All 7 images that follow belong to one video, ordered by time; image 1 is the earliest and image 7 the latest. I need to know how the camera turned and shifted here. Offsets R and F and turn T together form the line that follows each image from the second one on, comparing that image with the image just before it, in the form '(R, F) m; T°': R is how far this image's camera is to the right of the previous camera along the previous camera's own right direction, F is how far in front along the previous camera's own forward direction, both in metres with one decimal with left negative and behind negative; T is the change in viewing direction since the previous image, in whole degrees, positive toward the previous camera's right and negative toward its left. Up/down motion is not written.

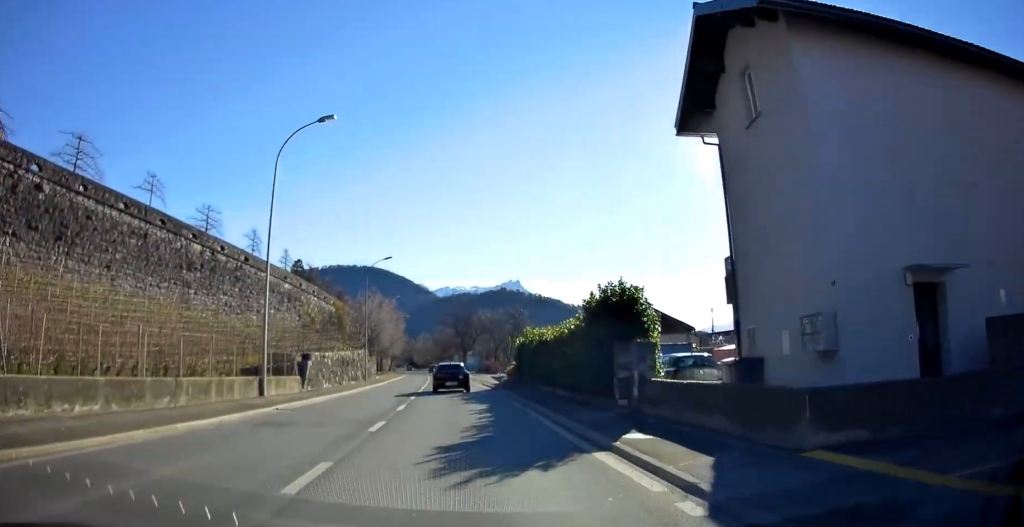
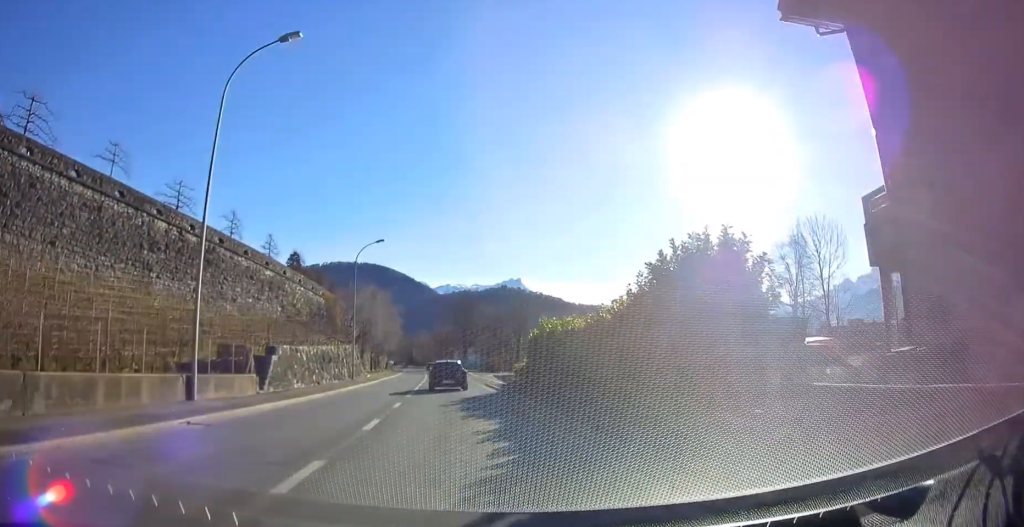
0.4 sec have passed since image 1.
(0.0, +5.9) m; 0°
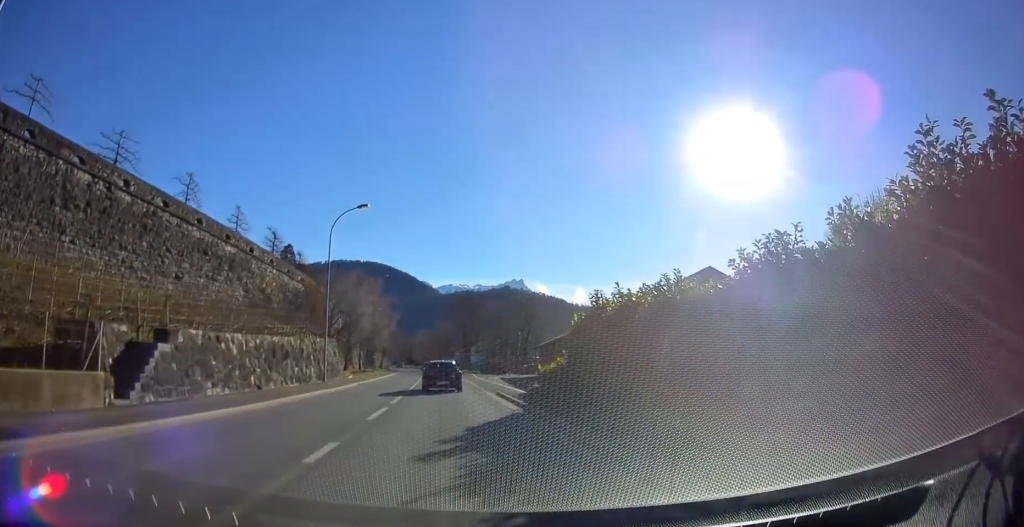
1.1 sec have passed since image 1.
(0.0, +10.3) m; 0°
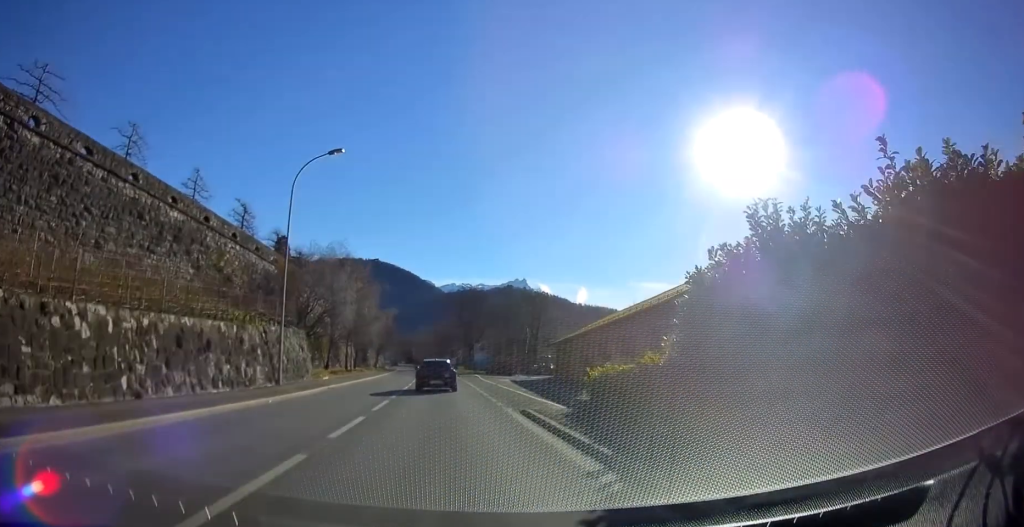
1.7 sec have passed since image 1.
(+0.1, +9.3) m; -1°
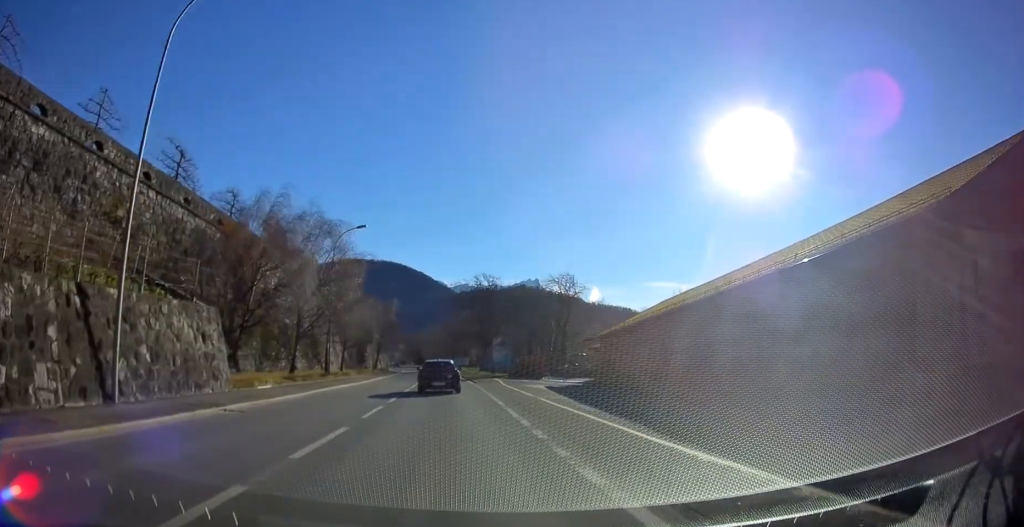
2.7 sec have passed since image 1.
(-0.3, +13.9) m; 0°
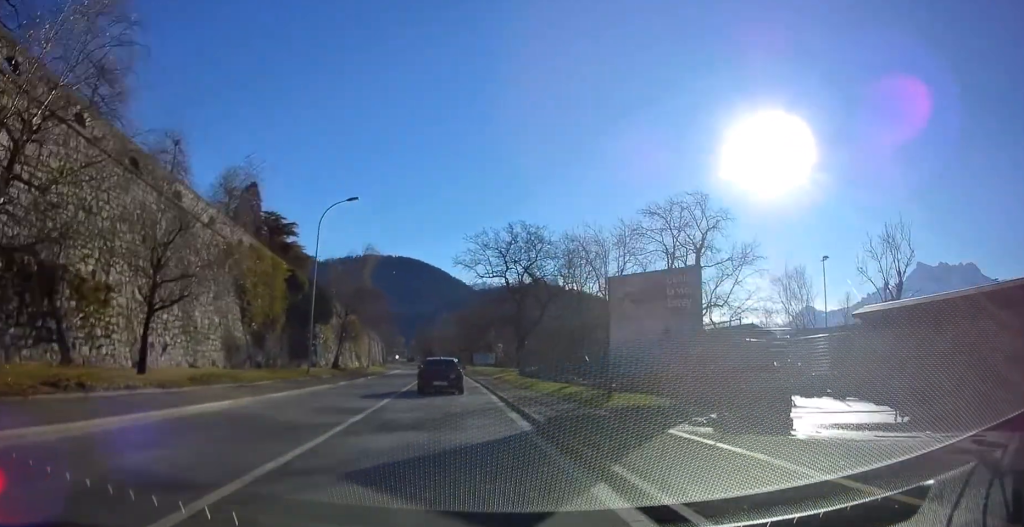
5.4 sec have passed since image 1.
(-0.3, +37.9) m; -1°
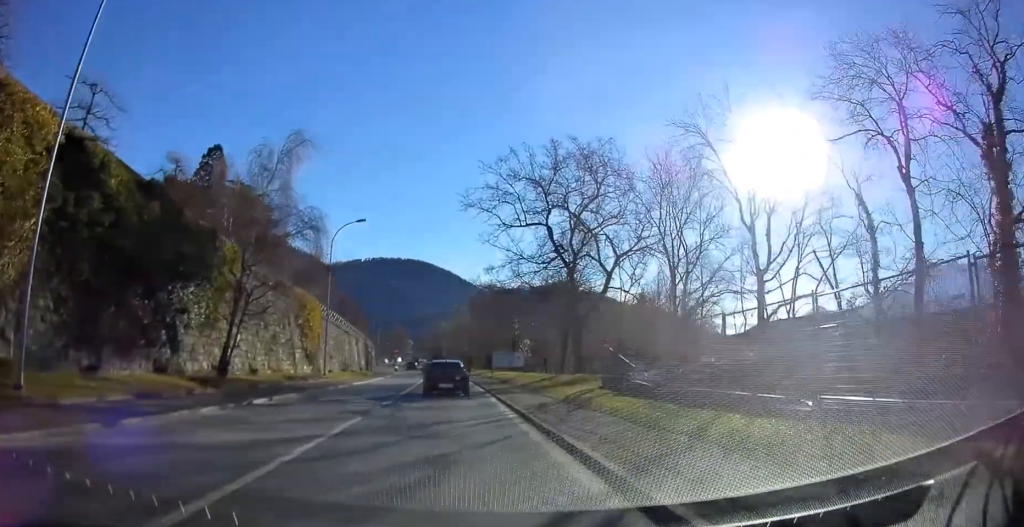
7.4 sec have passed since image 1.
(-0.2, +25.5) m; -2°
